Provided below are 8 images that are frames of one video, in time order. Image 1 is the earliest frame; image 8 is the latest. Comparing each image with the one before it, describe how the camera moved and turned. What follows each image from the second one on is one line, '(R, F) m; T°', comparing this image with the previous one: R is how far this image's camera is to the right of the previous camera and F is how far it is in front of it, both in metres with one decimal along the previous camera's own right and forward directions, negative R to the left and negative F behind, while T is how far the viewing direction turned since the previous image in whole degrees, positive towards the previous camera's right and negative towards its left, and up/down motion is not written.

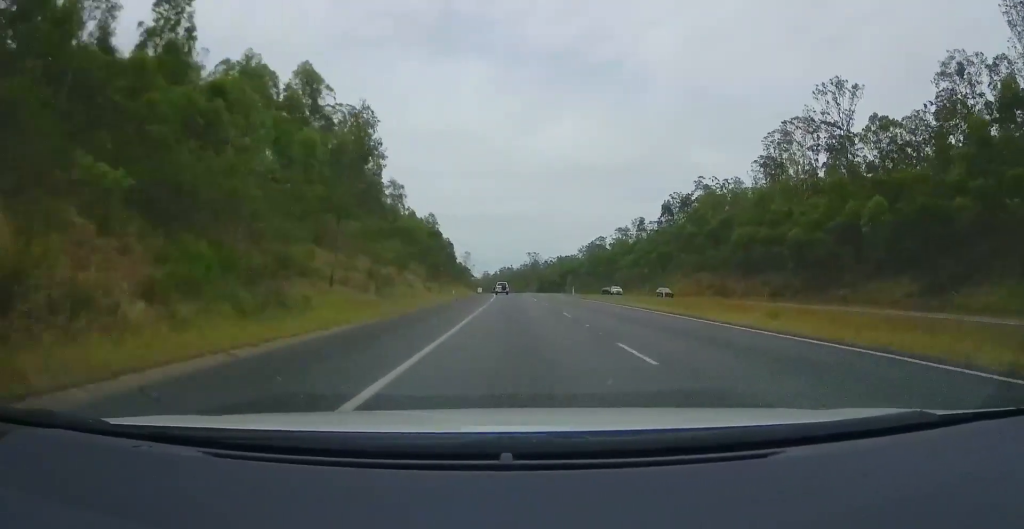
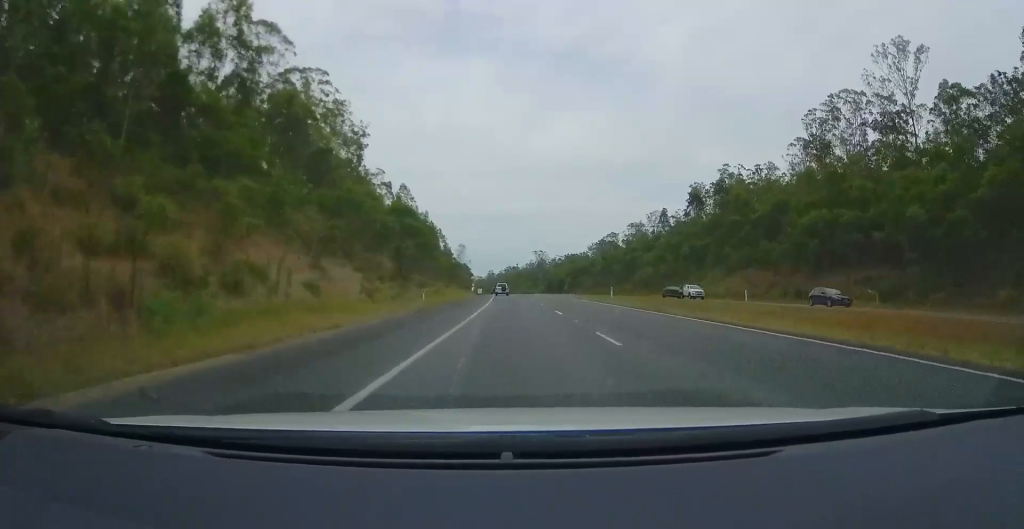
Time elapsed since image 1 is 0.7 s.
(-0.4, +21.7) m; 0°
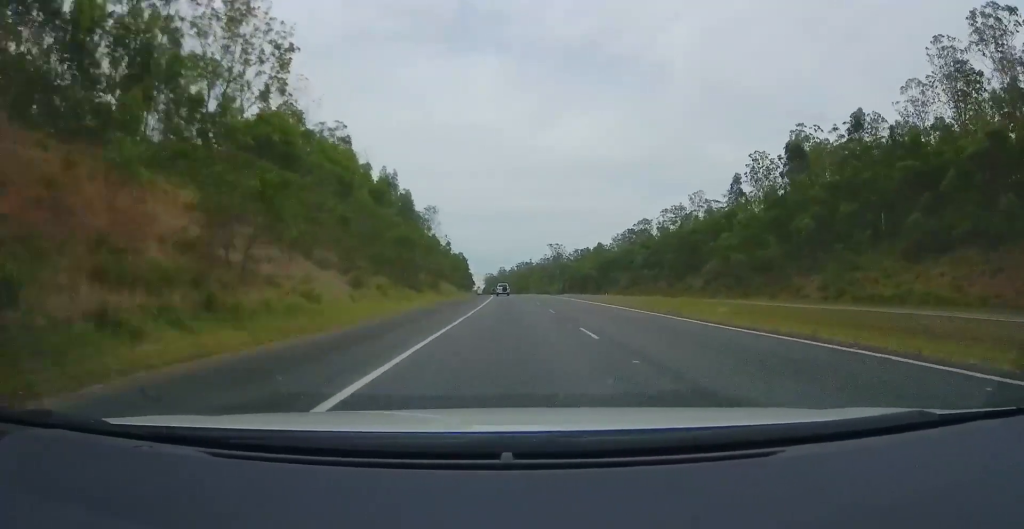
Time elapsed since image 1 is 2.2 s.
(+0.7, +44.7) m; 0°
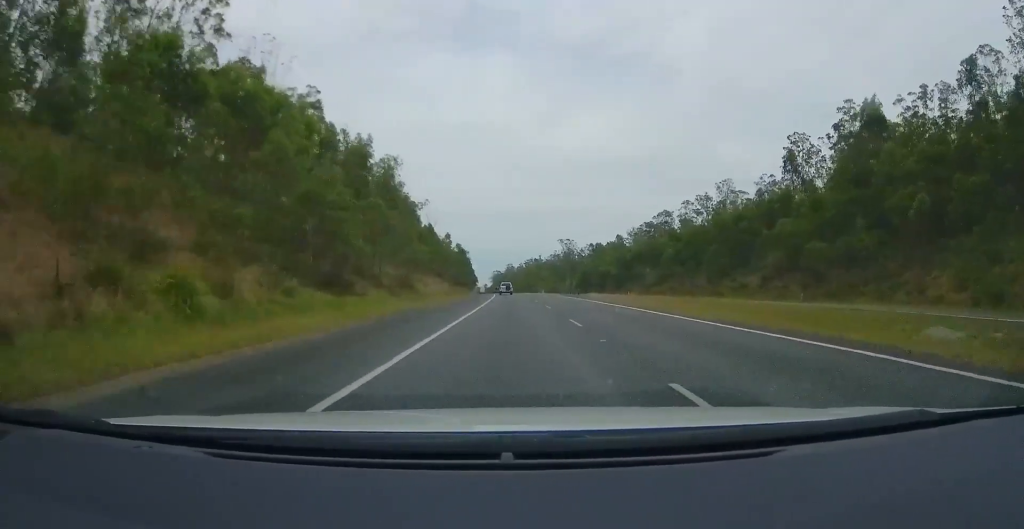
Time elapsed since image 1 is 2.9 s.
(-0.1, +20.6) m; -1°
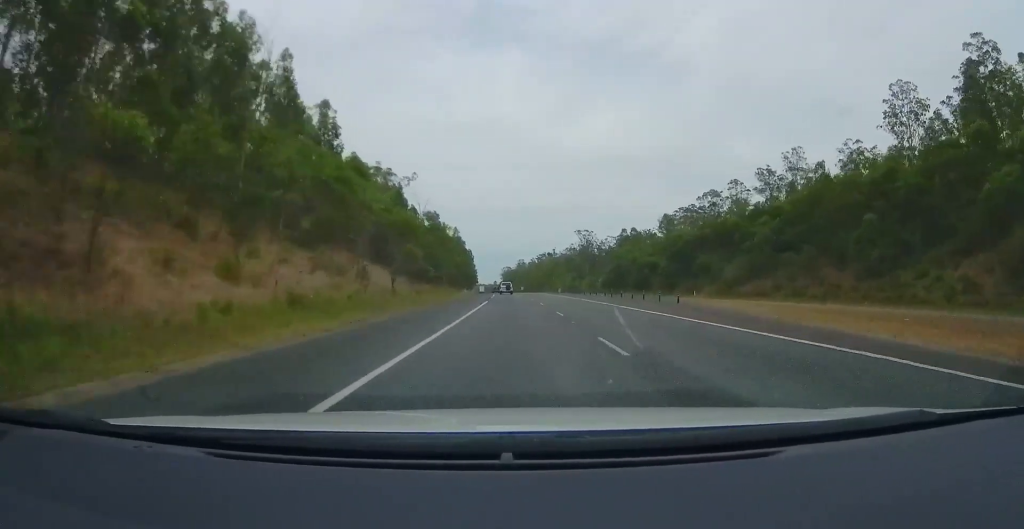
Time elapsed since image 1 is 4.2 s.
(-0.9, +41.5) m; -3°
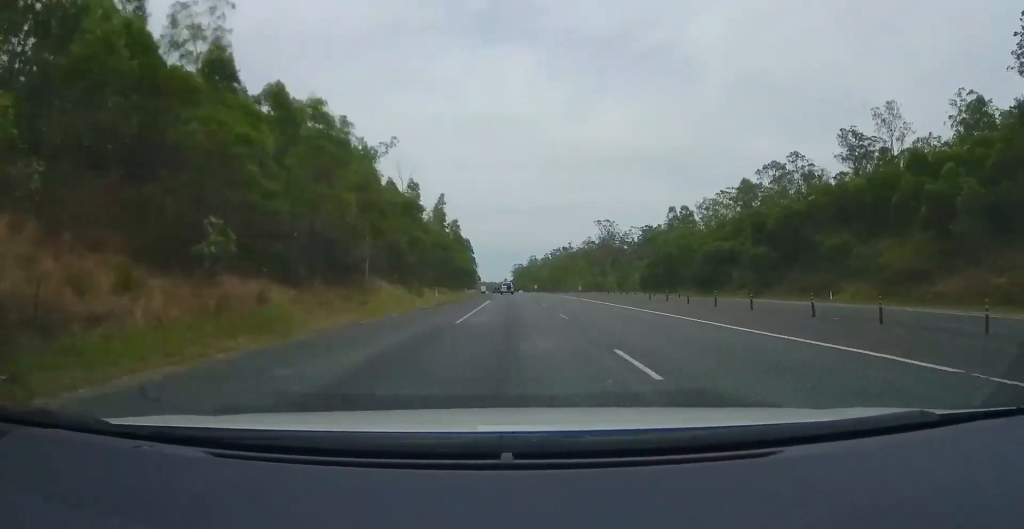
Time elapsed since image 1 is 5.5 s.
(-0.7, +38.0) m; -1°
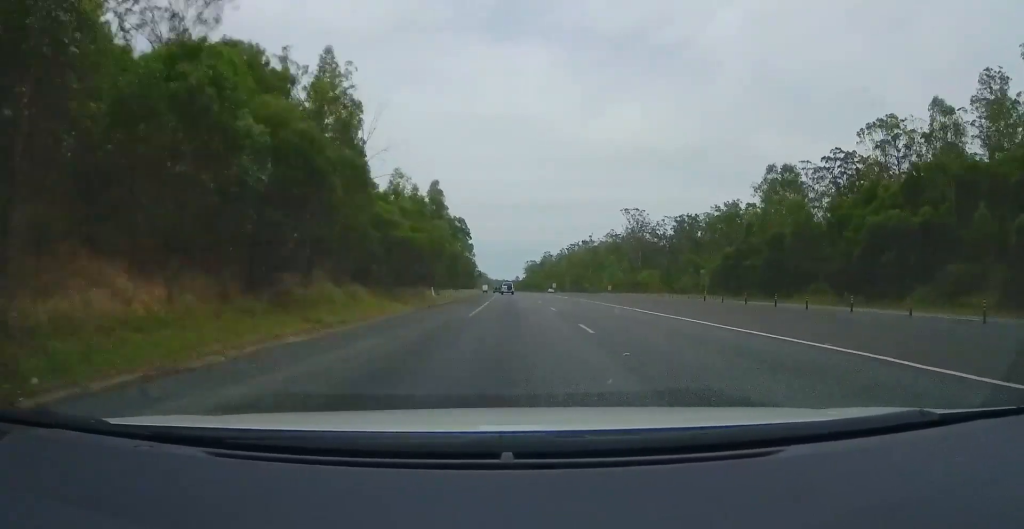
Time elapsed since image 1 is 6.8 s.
(-0.2, +40.5) m; -1°
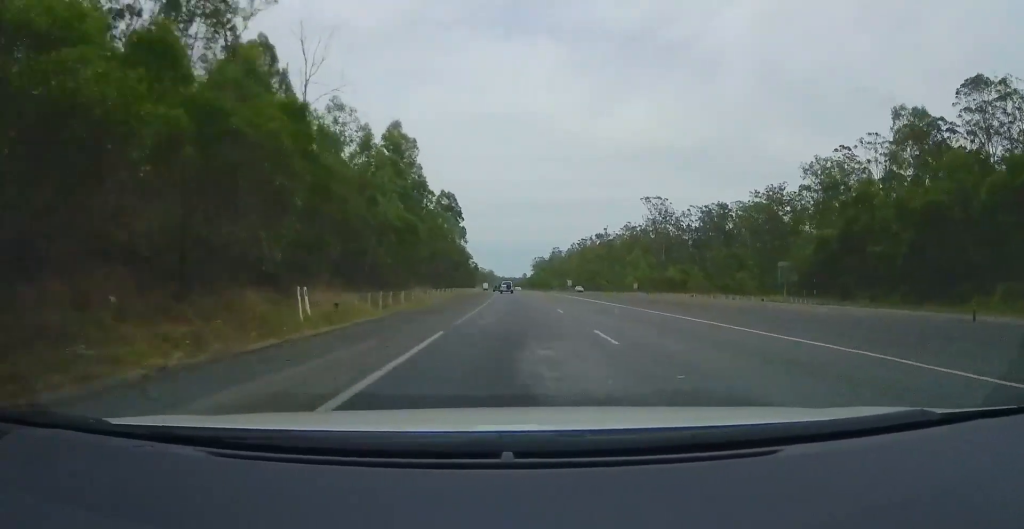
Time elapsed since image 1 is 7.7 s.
(-0.4, +27.2) m; -1°
